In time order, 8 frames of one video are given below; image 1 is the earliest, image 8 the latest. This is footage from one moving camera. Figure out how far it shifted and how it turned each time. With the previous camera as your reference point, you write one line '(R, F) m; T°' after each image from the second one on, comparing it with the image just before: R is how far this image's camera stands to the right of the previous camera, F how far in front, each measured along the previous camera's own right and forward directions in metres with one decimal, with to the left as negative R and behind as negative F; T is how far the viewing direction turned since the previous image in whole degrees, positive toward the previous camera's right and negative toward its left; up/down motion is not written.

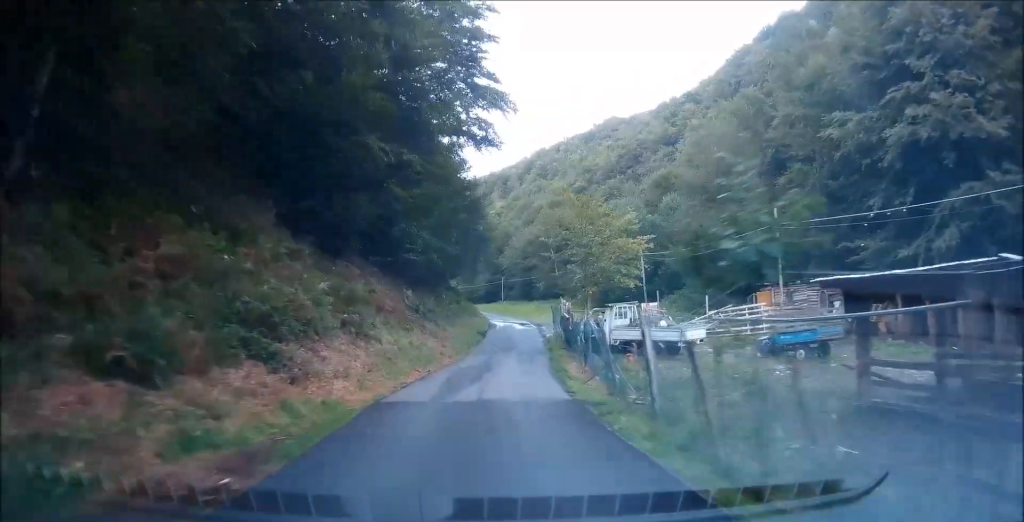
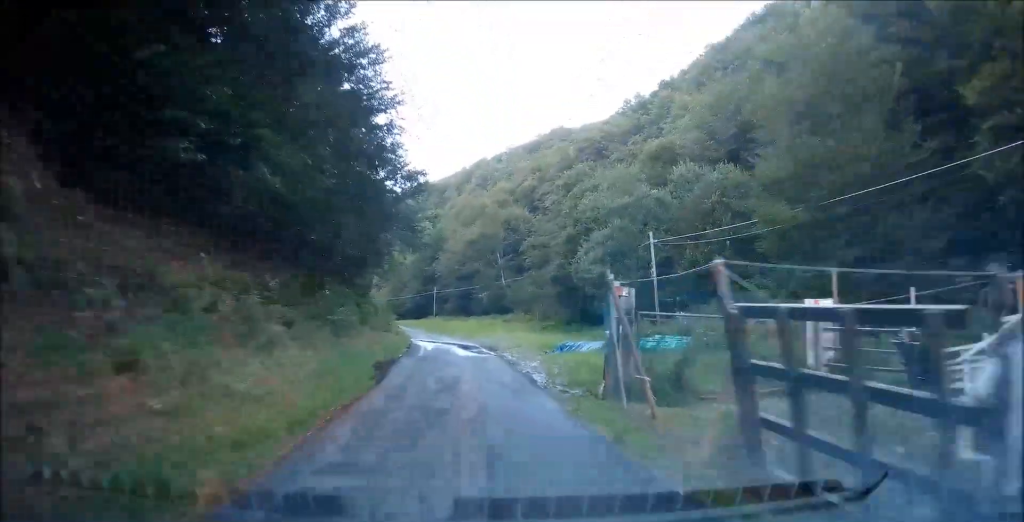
(+1.5, +25.6) m; +6°
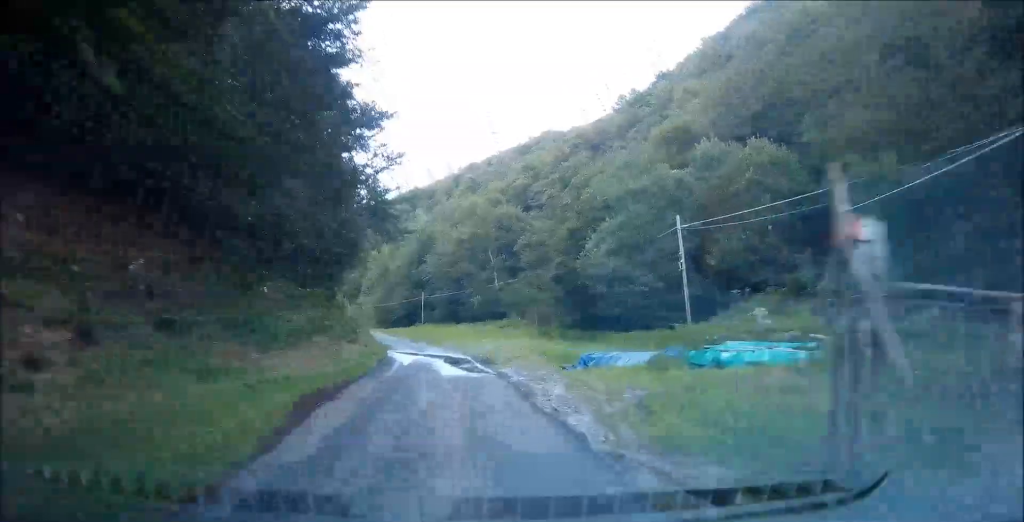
(+0.2, +8.2) m; +2°
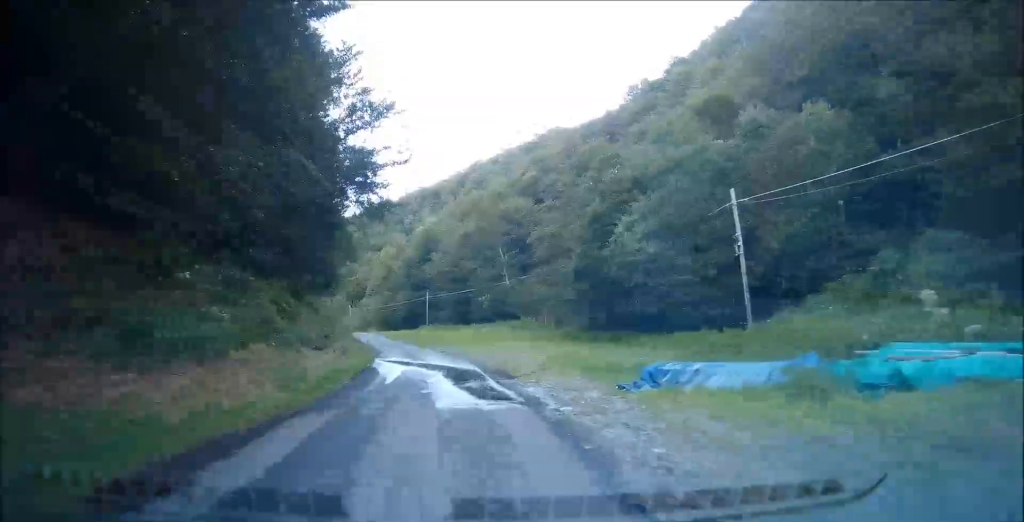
(+0.2, +7.1) m; +1°
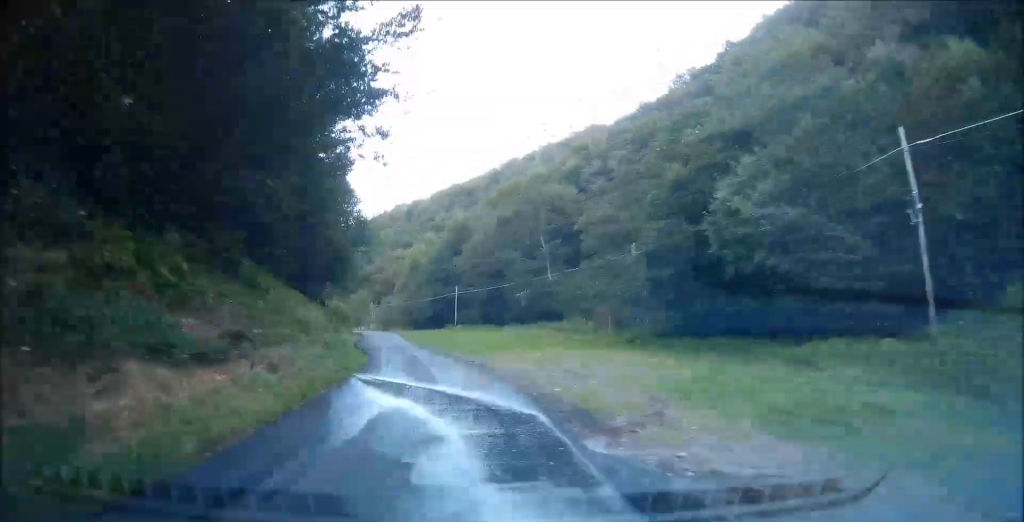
(+0.1, +11.1) m; 0°
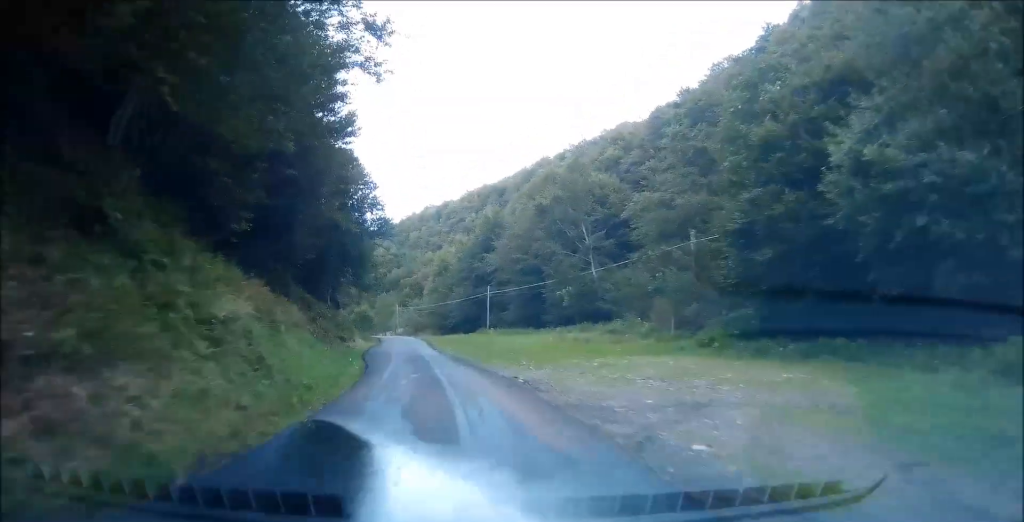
(0.0, +7.6) m; -1°
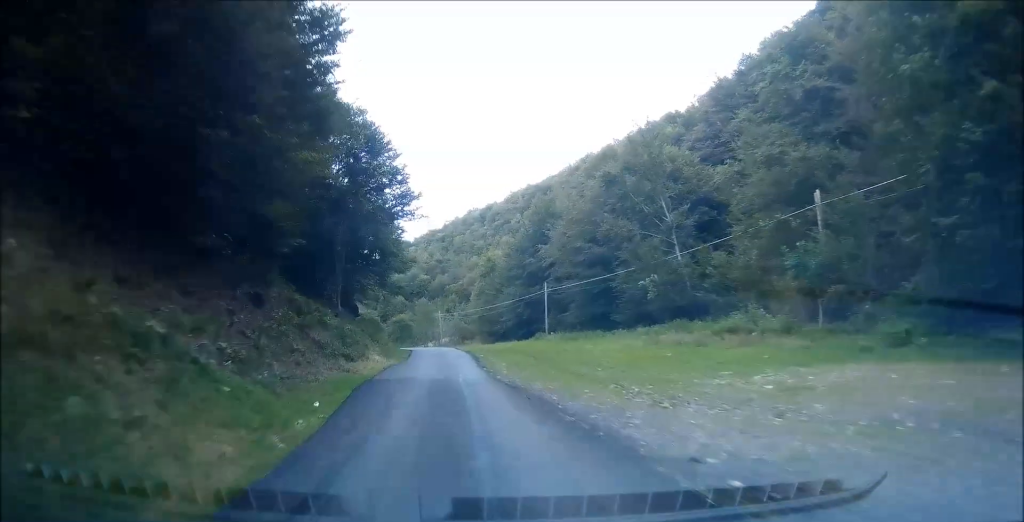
(-0.3, +12.3) m; -1°
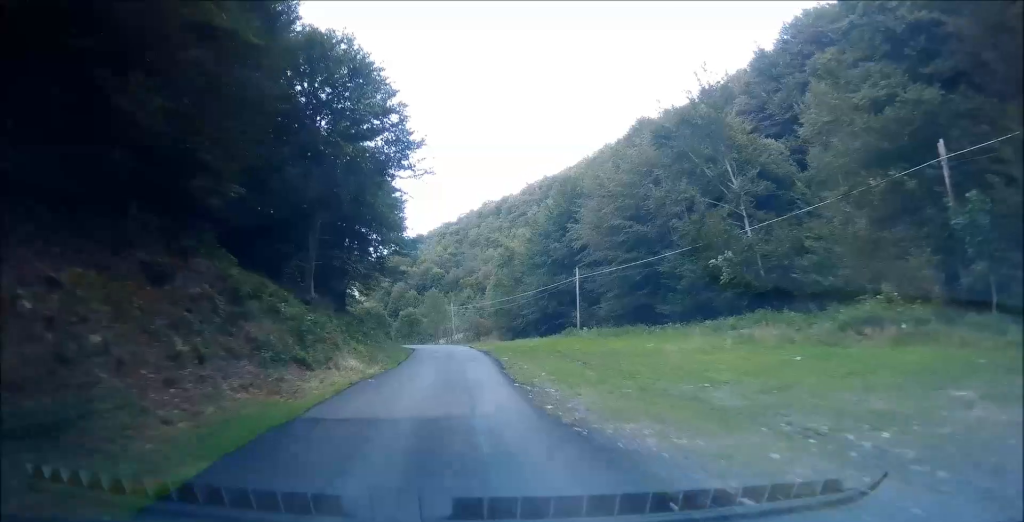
(+0.1, +9.6) m; -2°
